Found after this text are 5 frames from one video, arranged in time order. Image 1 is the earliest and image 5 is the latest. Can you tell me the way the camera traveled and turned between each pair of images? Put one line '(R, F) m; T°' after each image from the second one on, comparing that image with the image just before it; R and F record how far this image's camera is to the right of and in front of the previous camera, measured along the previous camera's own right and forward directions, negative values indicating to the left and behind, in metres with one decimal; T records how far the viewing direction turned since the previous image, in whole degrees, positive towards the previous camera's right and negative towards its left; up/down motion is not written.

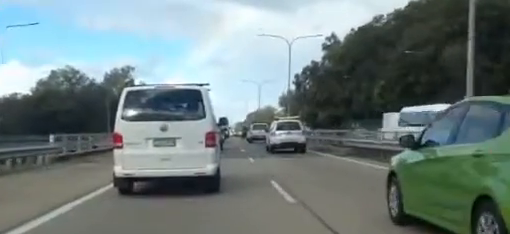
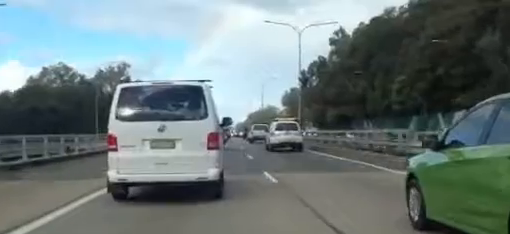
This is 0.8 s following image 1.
(-0.1, +7.7) m; 0°
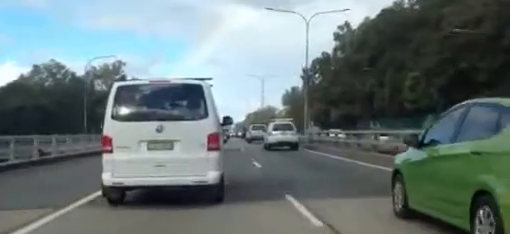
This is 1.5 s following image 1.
(0.0, +5.9) m; +1°
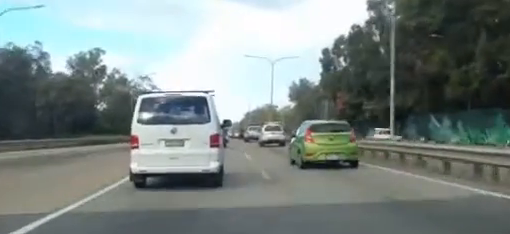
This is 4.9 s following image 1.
(+0.2, +29.8) m; 0°
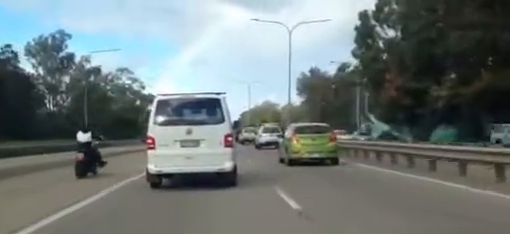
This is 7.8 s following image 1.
(+0.7, +28.0) m; +3°
